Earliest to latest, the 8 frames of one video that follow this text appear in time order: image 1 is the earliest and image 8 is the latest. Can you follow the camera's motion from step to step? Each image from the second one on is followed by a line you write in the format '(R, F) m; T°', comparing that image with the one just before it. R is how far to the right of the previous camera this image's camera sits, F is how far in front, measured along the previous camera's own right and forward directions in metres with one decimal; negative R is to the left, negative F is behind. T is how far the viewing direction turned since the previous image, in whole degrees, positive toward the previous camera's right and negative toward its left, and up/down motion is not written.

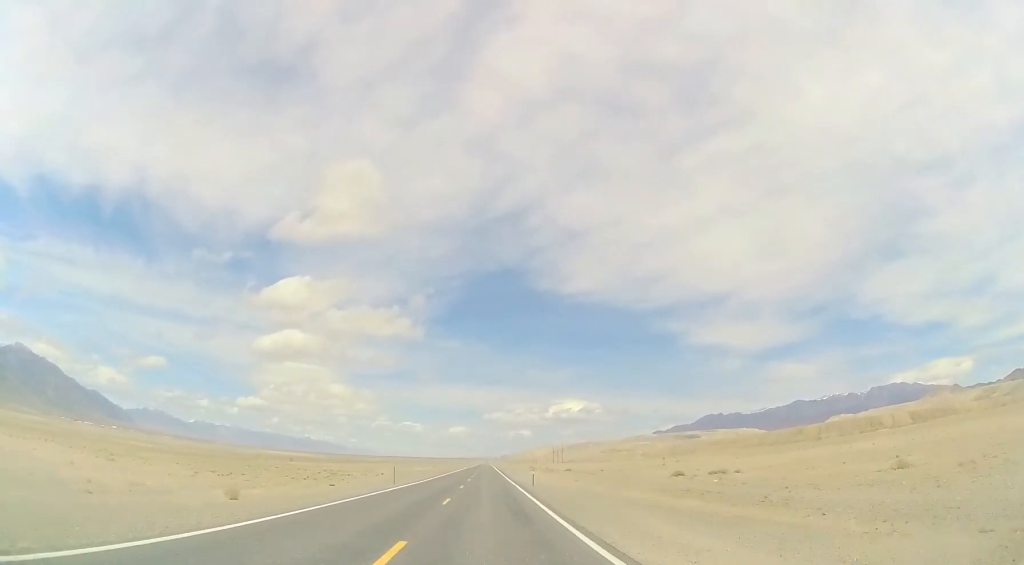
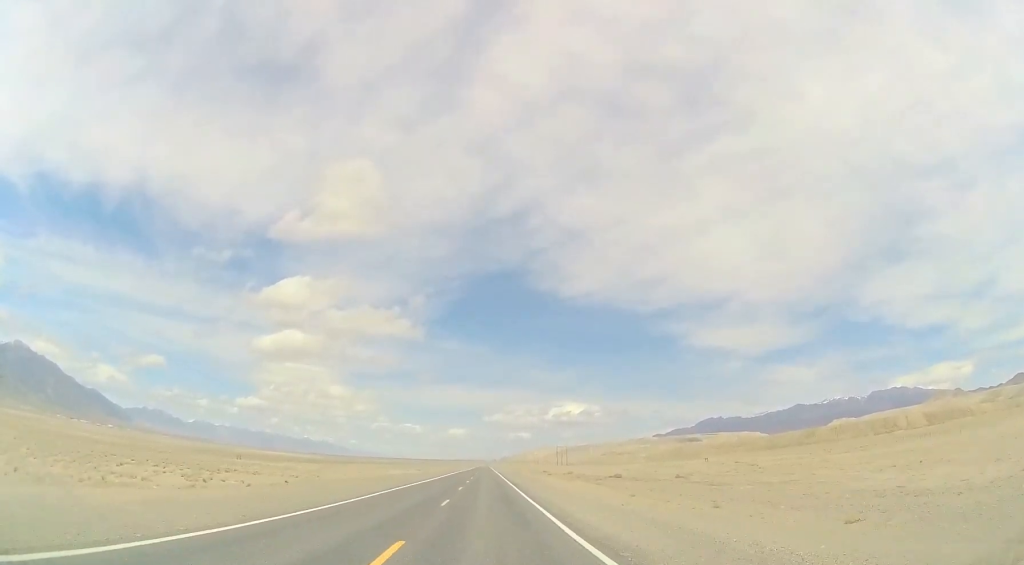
(-0.1, +40.7) m; +1°
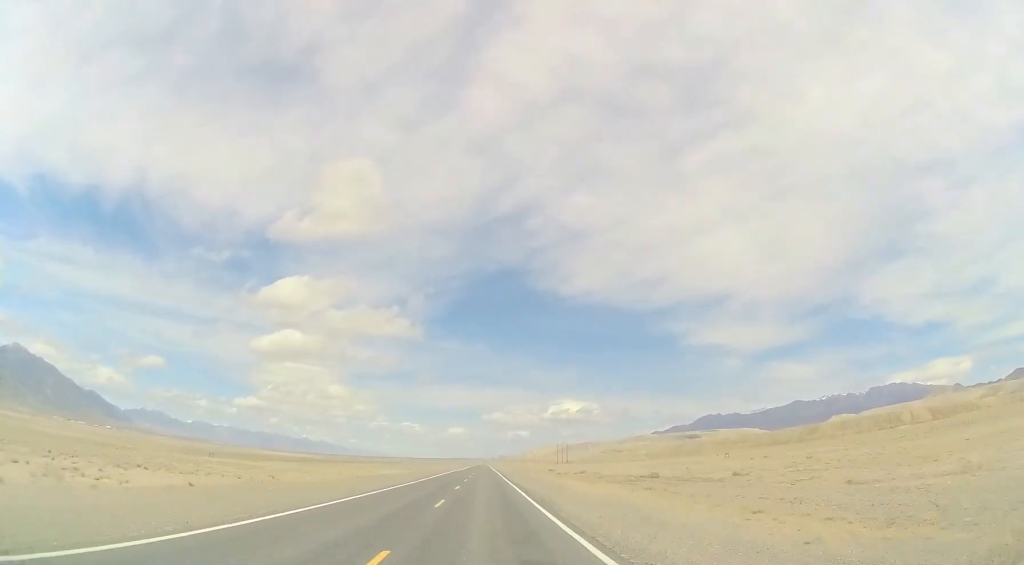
(0.0, +15.1) m; +1°
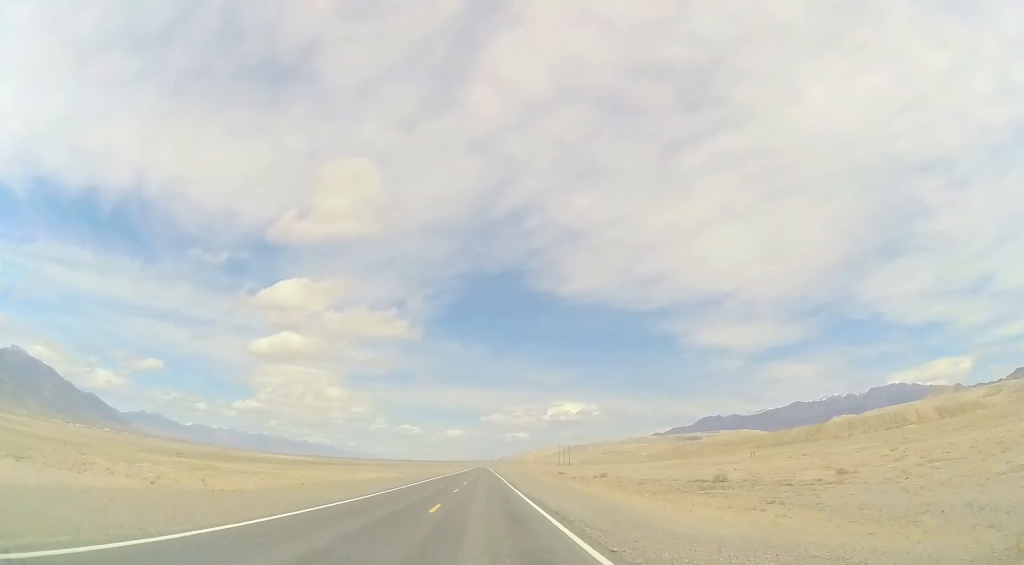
(+0.1, +15.1) m; 0°
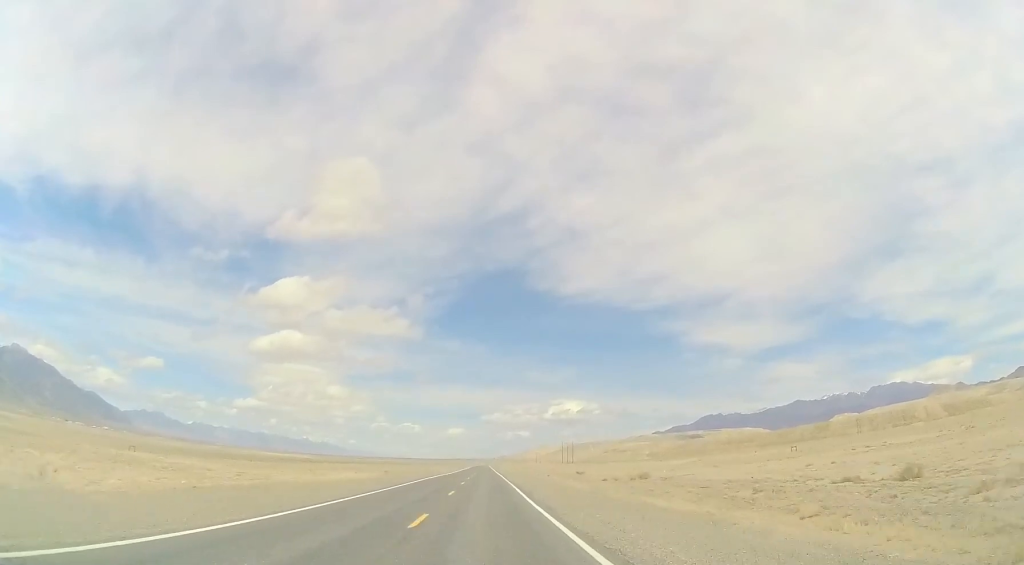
(+0.2, +18.6) m; 0°
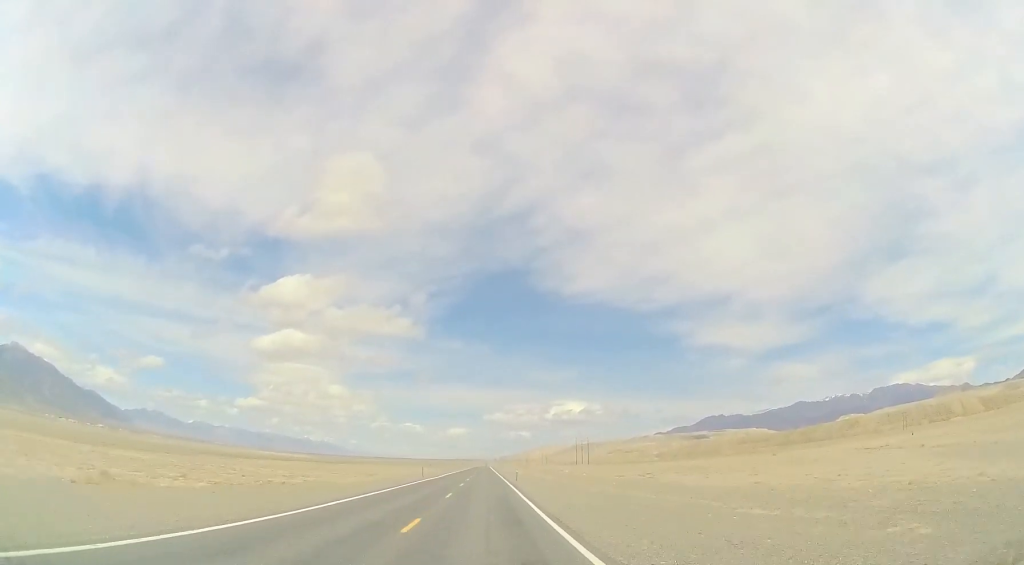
(-0.2, +82.5) m; 0°
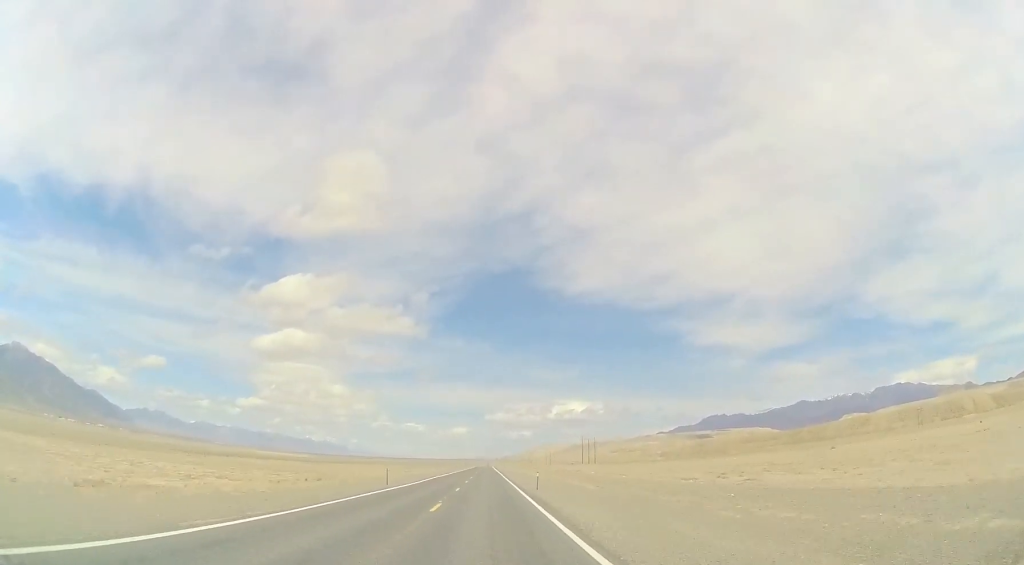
(-0.3, +22.1) m; -1°
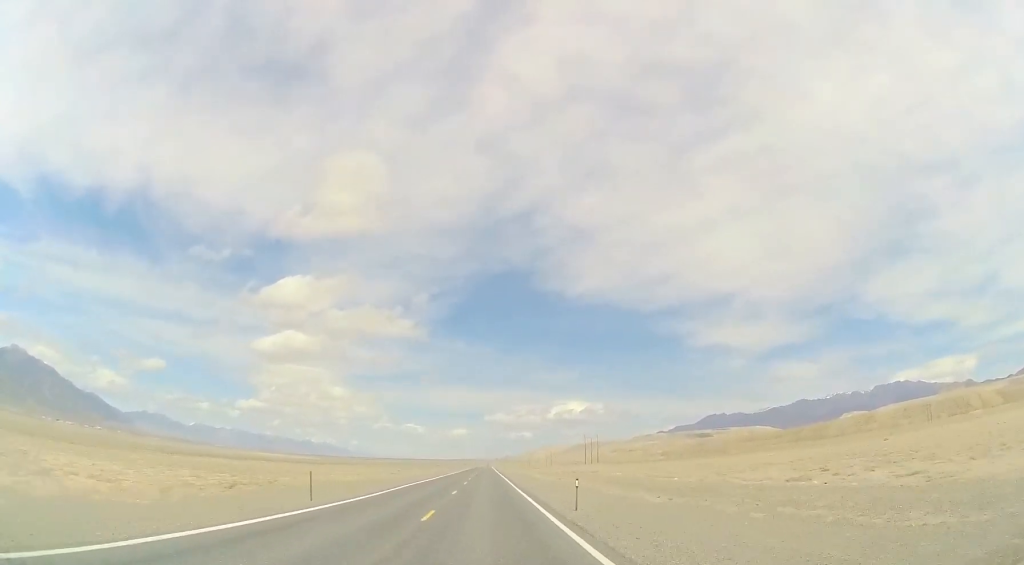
(0.0, +16.2) m; 0°
